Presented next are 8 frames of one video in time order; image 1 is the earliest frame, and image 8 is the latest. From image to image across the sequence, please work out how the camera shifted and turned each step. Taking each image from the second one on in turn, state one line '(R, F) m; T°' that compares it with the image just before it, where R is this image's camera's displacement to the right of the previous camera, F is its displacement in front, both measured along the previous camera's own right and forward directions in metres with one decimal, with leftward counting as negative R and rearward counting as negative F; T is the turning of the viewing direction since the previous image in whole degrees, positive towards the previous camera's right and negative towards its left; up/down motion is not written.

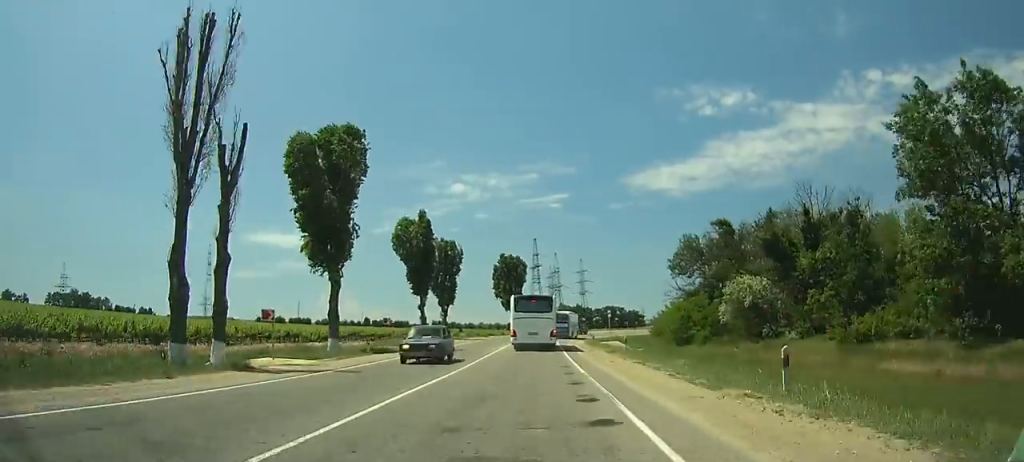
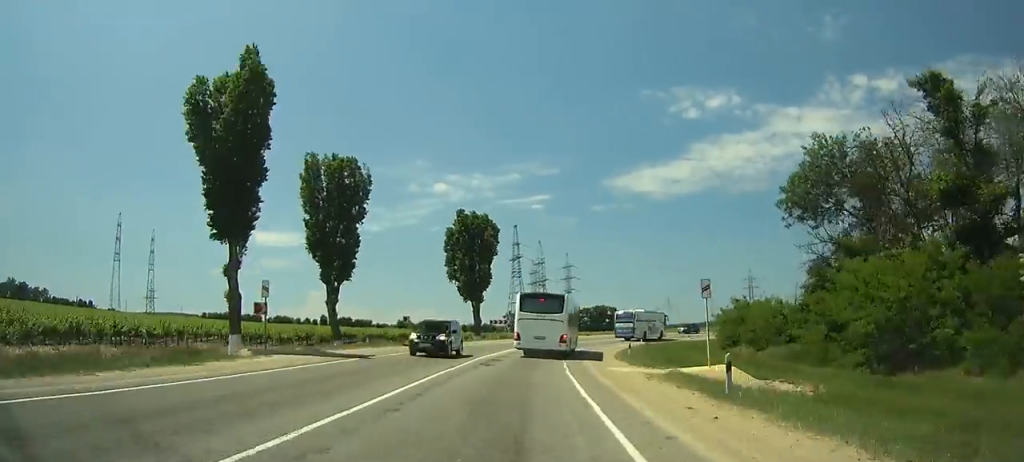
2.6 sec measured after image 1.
(-0.1, +37.1) m; +2°
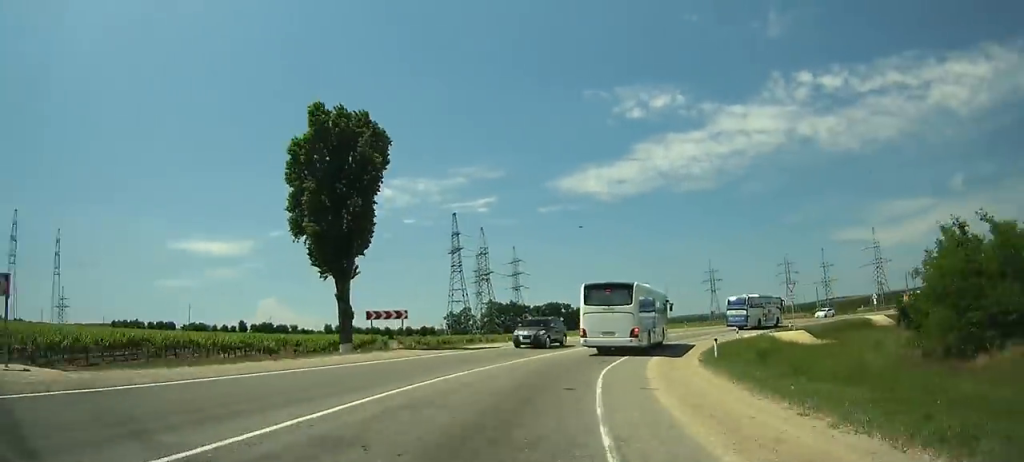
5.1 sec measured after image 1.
(+1.0, +32.0) m; +9°
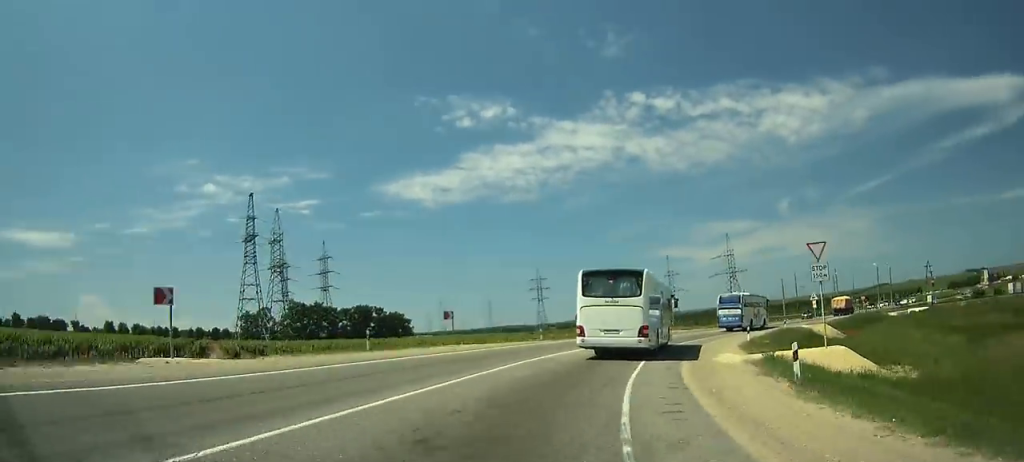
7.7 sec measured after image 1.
(+4.4, +28.6) m; +15°
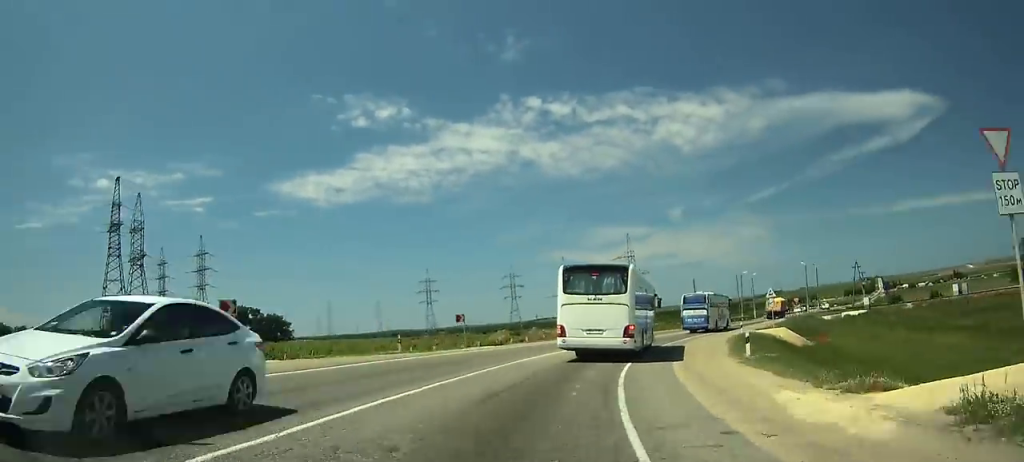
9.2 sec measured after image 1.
(+1.2, +14.7) m; +9°
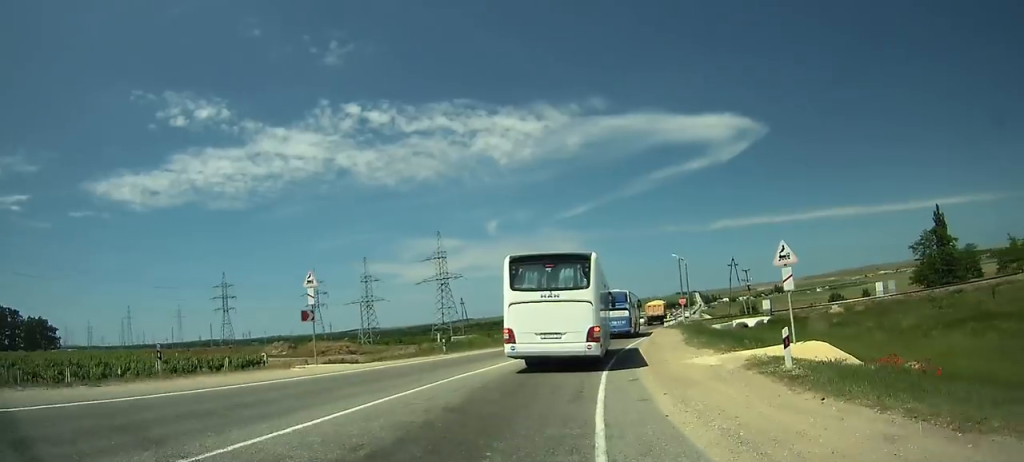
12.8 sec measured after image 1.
(+5.4, +28.8) m; +17°
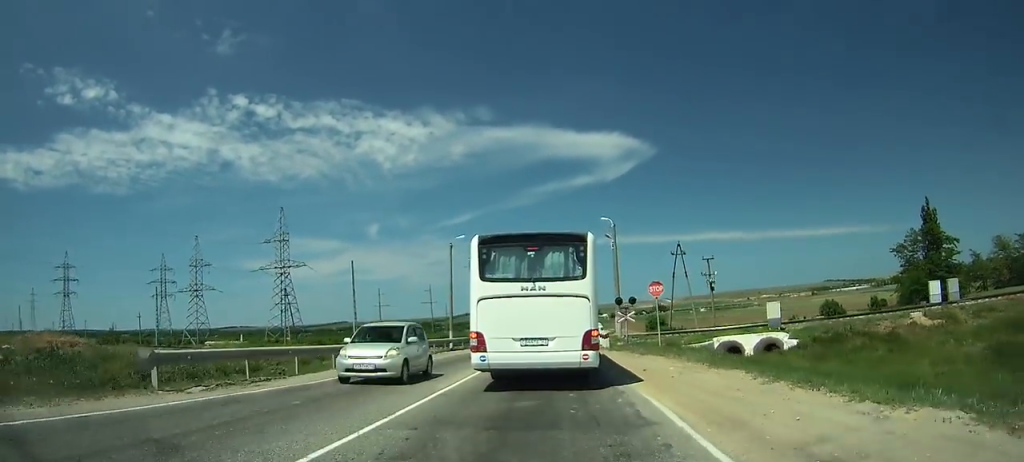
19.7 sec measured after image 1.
(+5.5, +35.0) m; +13°
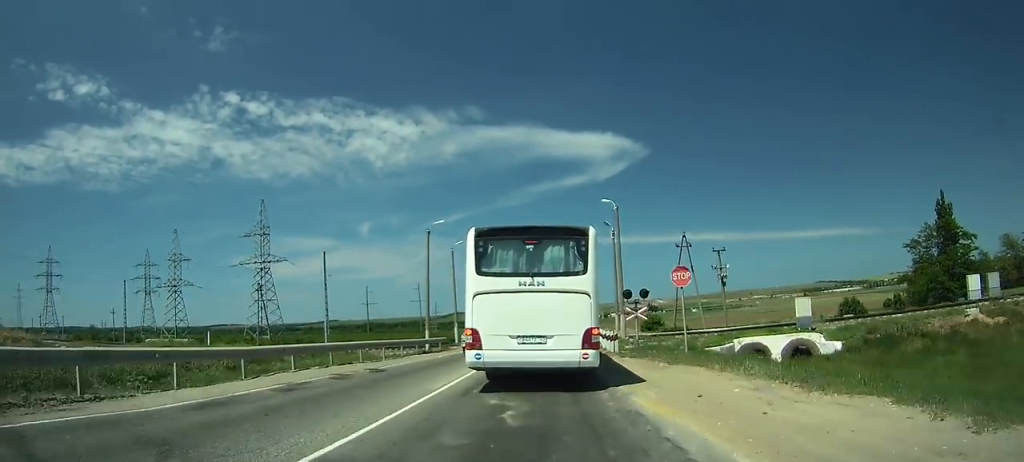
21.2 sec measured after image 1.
(0.0, +4.9) m; +1°
